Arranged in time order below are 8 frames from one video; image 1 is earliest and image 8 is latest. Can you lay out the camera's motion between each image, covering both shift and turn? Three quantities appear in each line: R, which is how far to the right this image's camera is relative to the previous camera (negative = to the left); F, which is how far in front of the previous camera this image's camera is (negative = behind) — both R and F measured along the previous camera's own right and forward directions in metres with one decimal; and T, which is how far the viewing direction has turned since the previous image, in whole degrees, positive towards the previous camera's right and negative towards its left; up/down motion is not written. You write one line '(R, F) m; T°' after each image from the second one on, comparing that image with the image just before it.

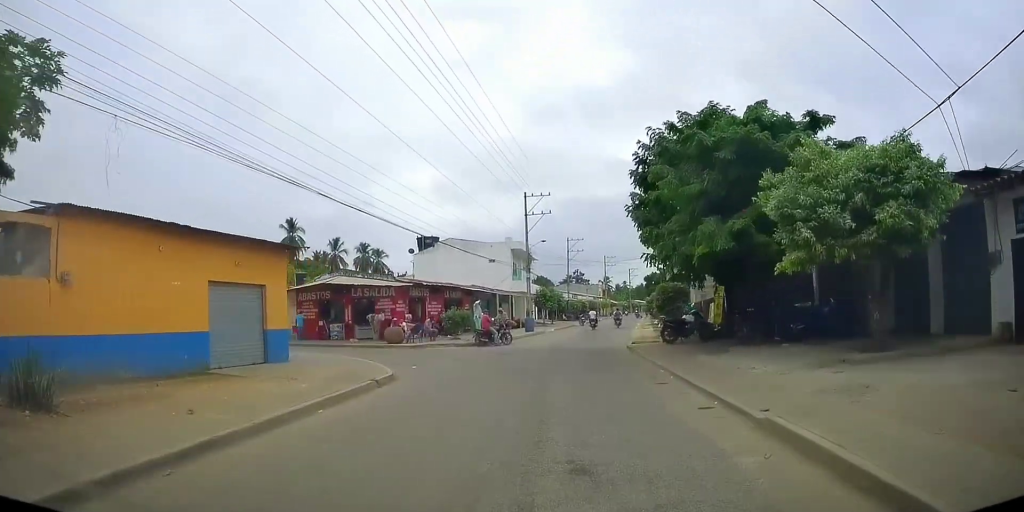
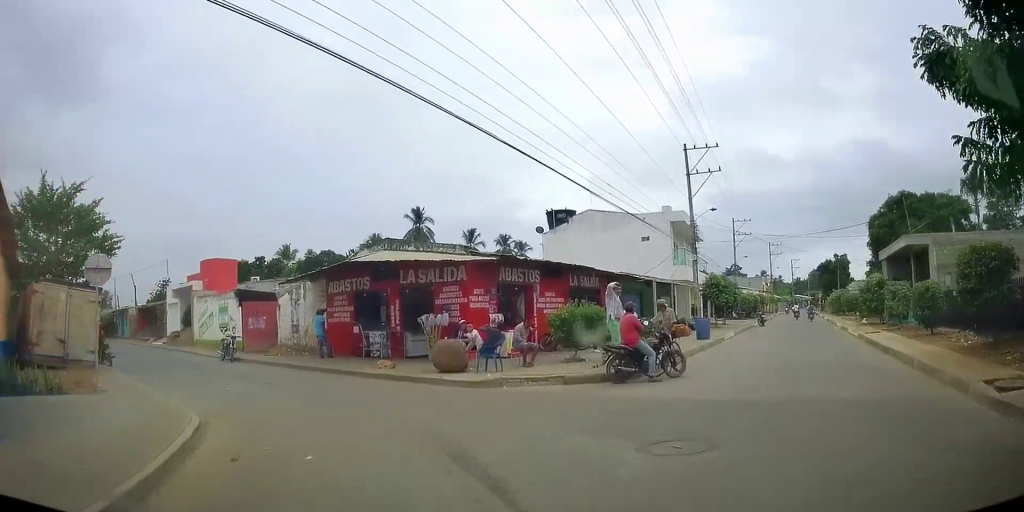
(-0.9, +17.6) m; -11°
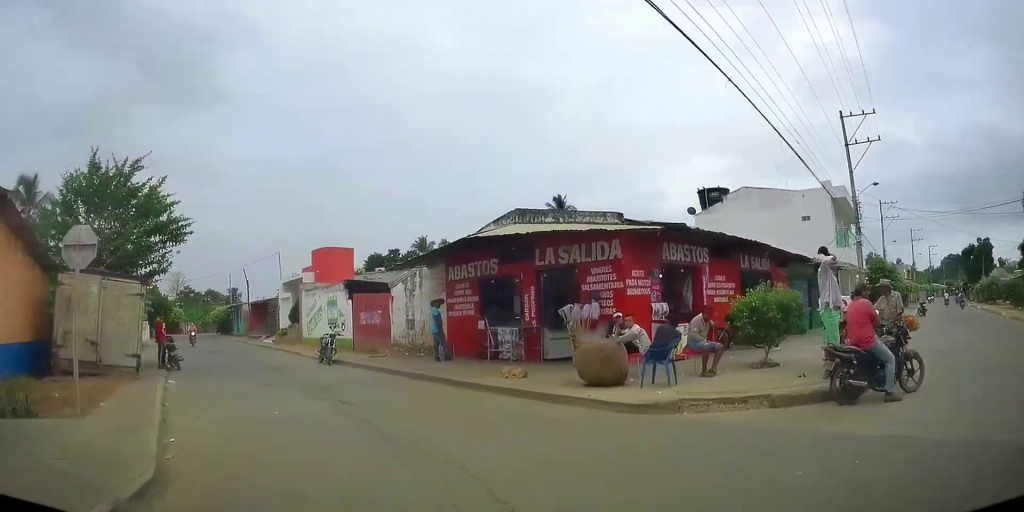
(-0.6, +4.9) m; -9°
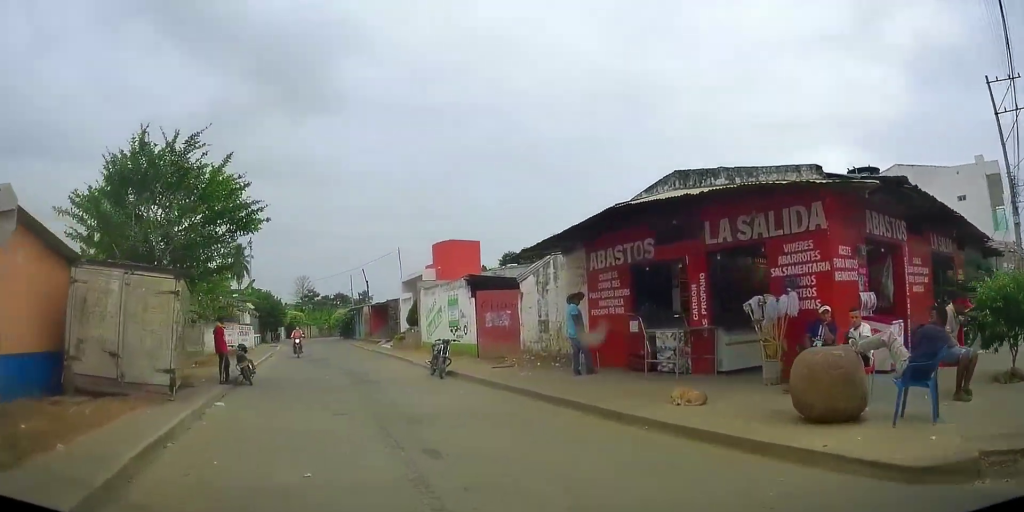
(-0.4, +4.3) m; -9°
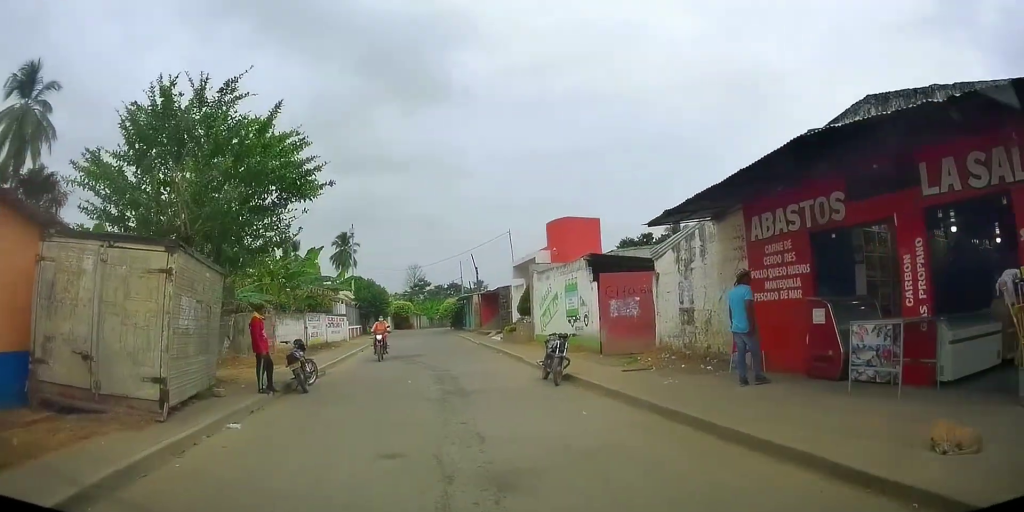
(0.0, +4.0) m; -9°
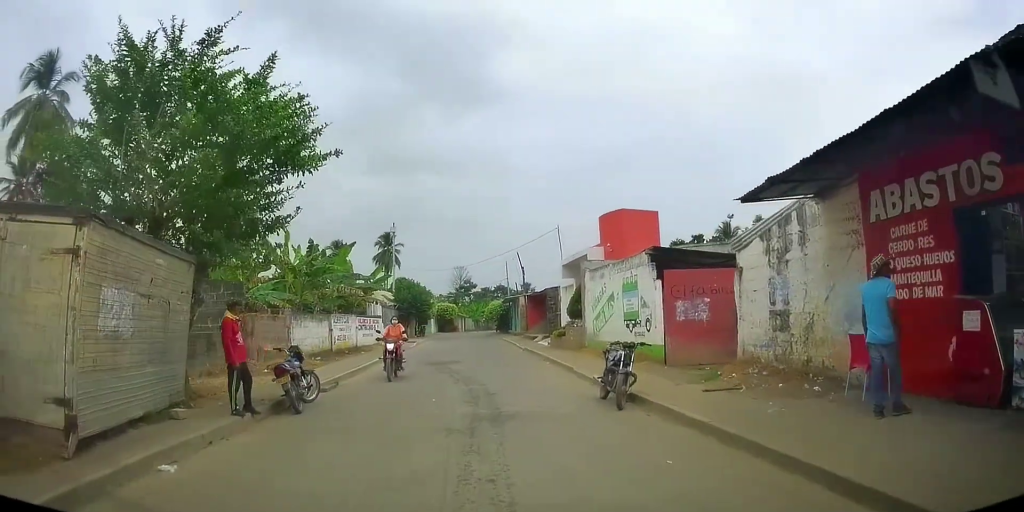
(-0.4, +2.8) m; -12°
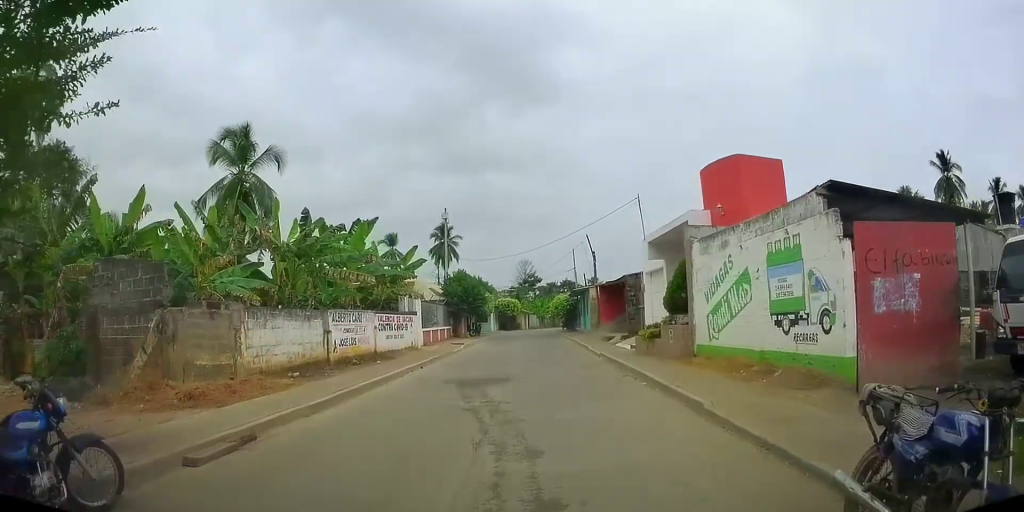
(-1.7, +6.5) m; -17°
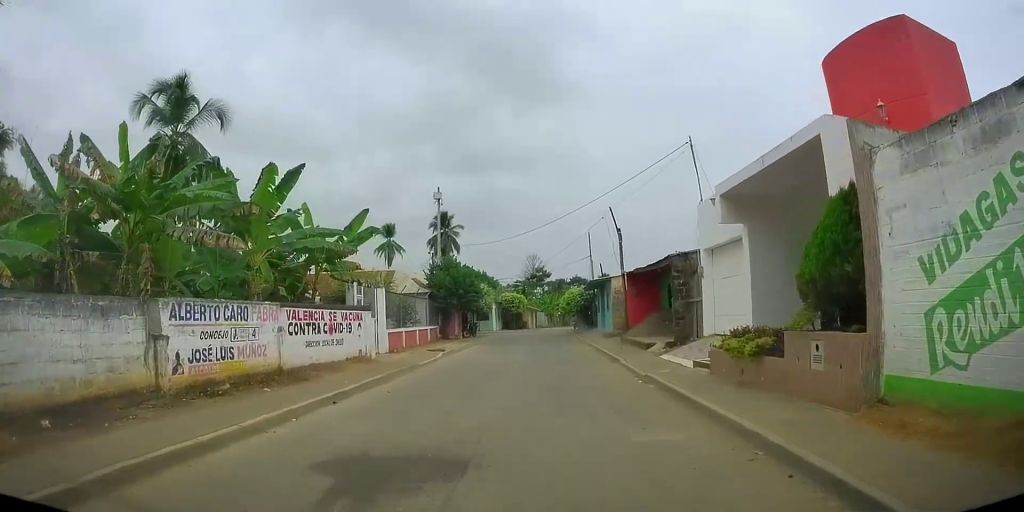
(+0.3, +7.0) m; +3°
